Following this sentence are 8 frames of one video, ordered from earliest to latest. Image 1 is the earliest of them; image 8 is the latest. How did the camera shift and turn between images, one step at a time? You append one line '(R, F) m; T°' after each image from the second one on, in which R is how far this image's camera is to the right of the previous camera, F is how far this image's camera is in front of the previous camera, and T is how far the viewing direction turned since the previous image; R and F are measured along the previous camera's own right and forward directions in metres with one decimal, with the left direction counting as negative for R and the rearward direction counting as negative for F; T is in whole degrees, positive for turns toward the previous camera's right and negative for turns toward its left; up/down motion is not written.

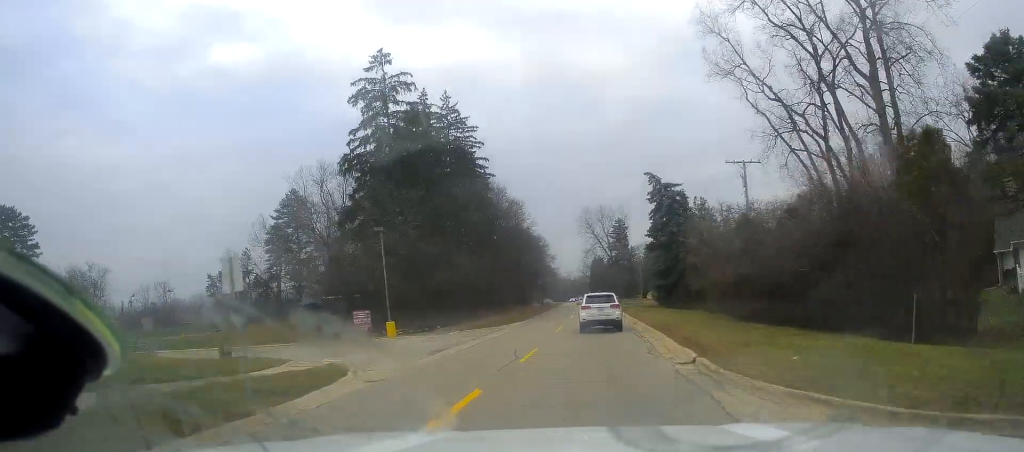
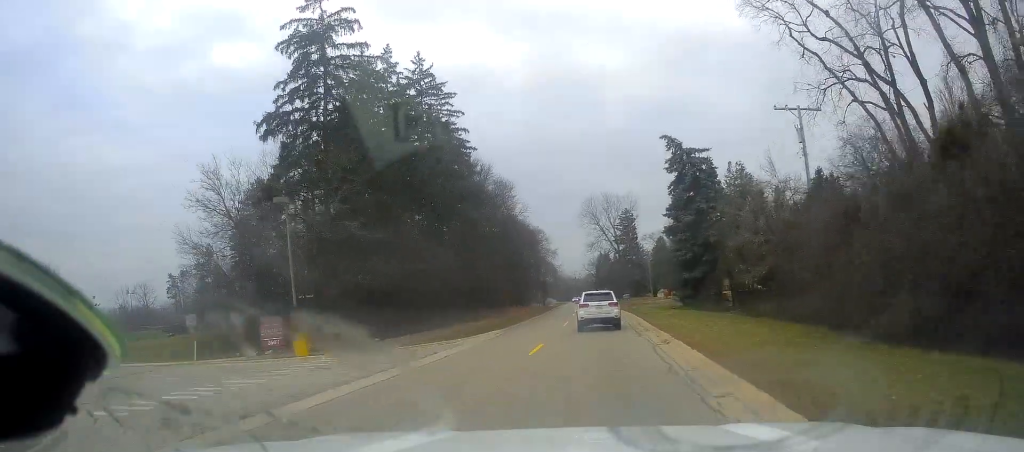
(0.0, +13.3) m; 0°
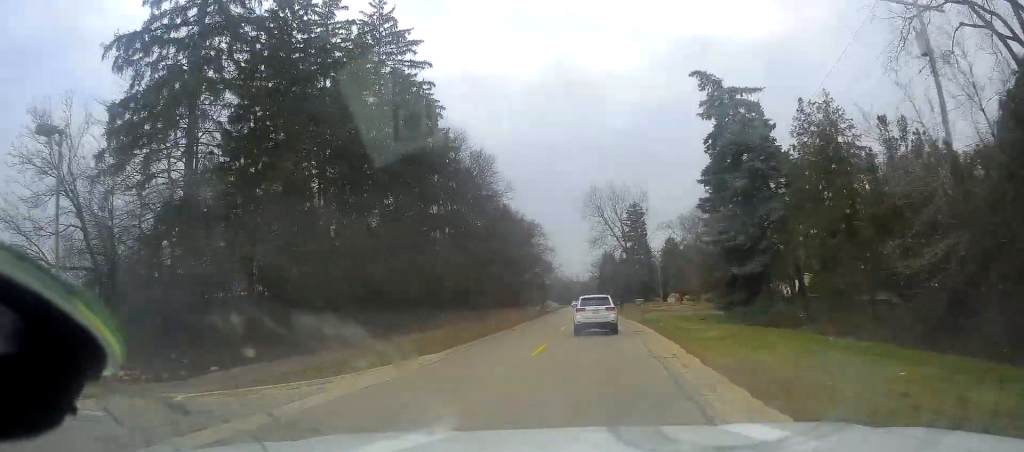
(+0.2, +14.6) m; -1°
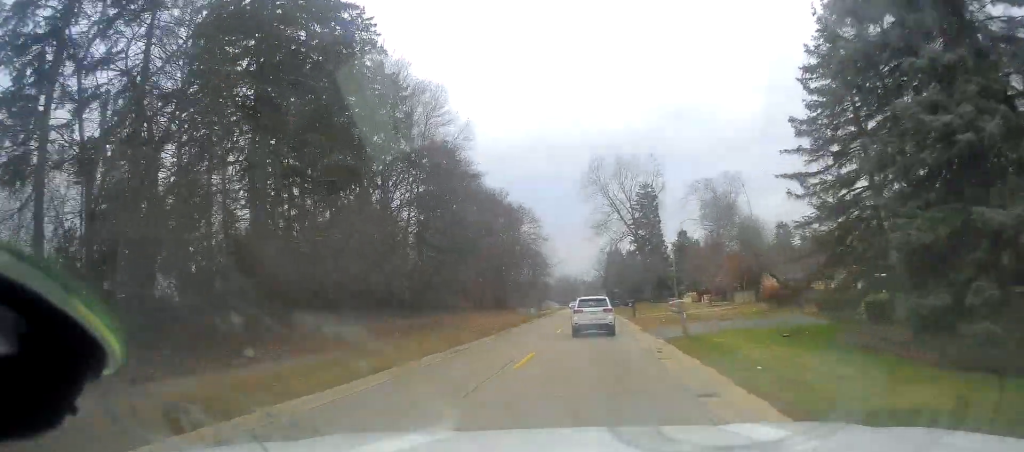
(-0.6, +18.5) m; -1°
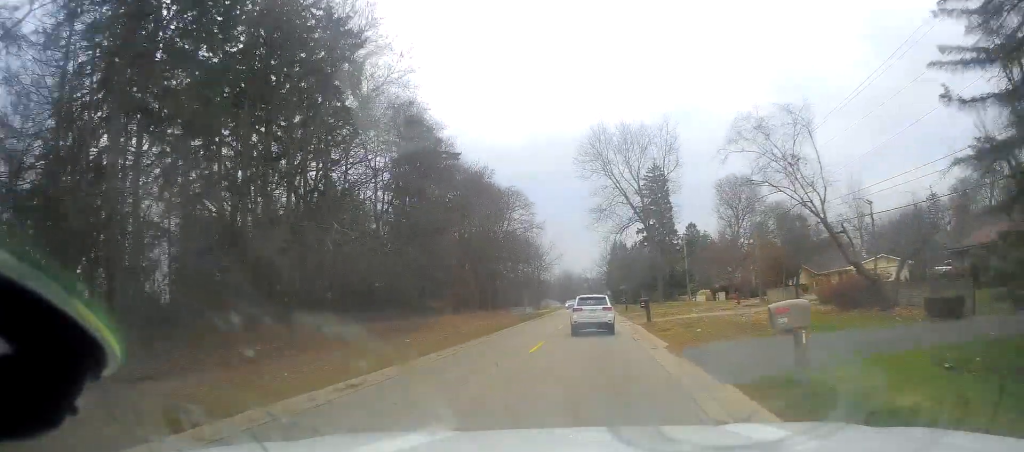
(+0.2, +11.4) m; 0°
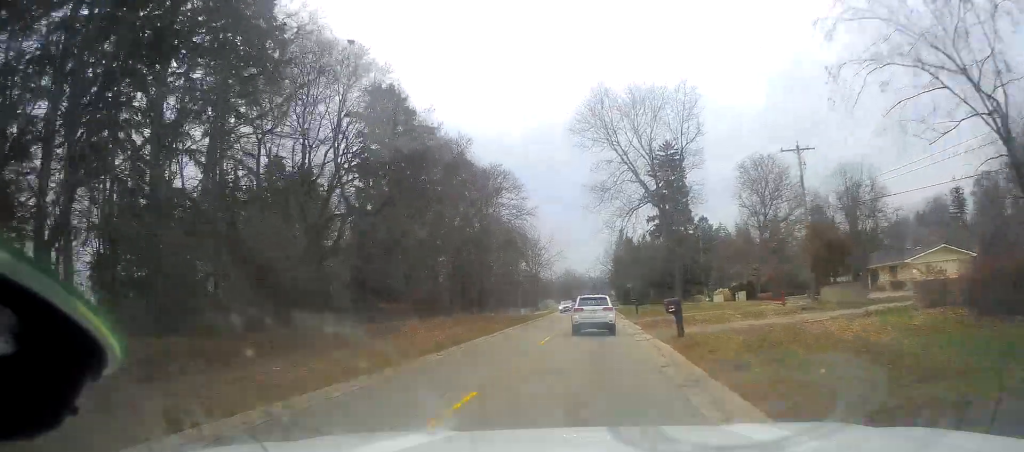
(0.0, +12.1) m; -1°
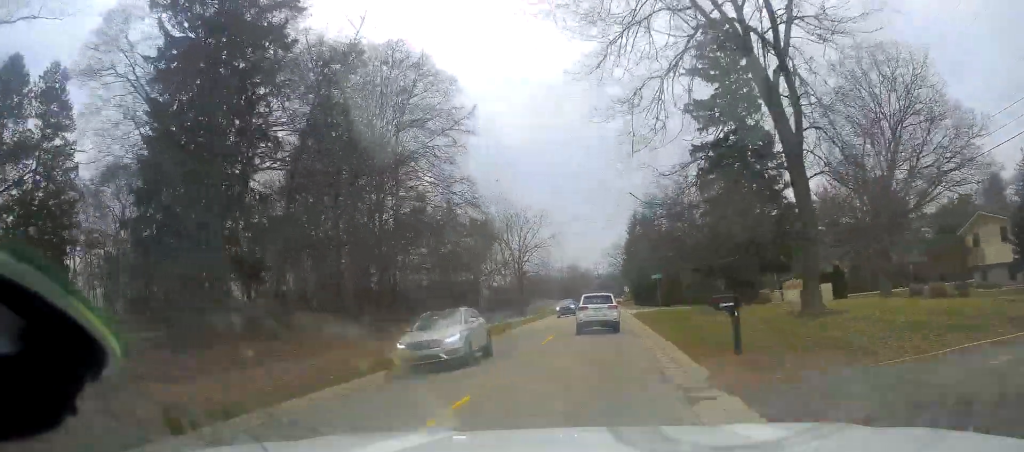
(-0.9, +31.1) m; -1°
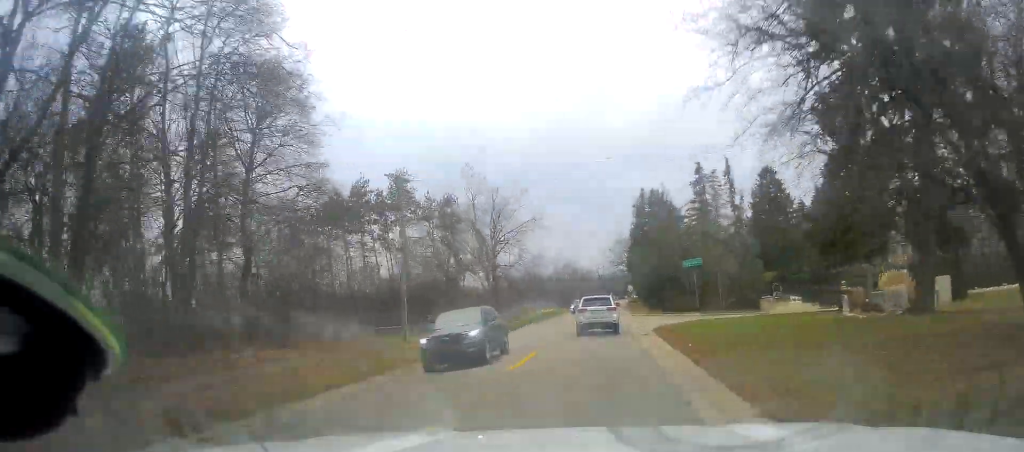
(+0.6, +21.6) m; +1°
